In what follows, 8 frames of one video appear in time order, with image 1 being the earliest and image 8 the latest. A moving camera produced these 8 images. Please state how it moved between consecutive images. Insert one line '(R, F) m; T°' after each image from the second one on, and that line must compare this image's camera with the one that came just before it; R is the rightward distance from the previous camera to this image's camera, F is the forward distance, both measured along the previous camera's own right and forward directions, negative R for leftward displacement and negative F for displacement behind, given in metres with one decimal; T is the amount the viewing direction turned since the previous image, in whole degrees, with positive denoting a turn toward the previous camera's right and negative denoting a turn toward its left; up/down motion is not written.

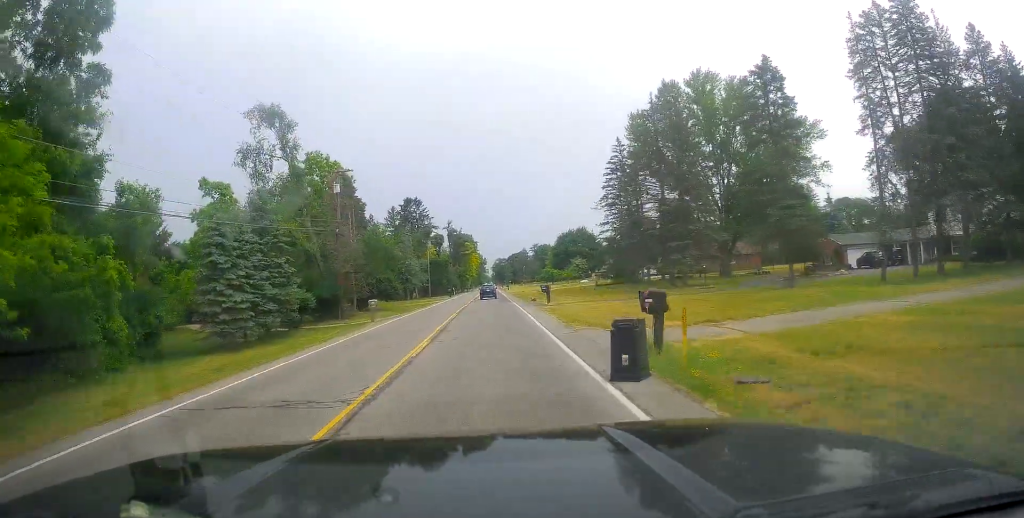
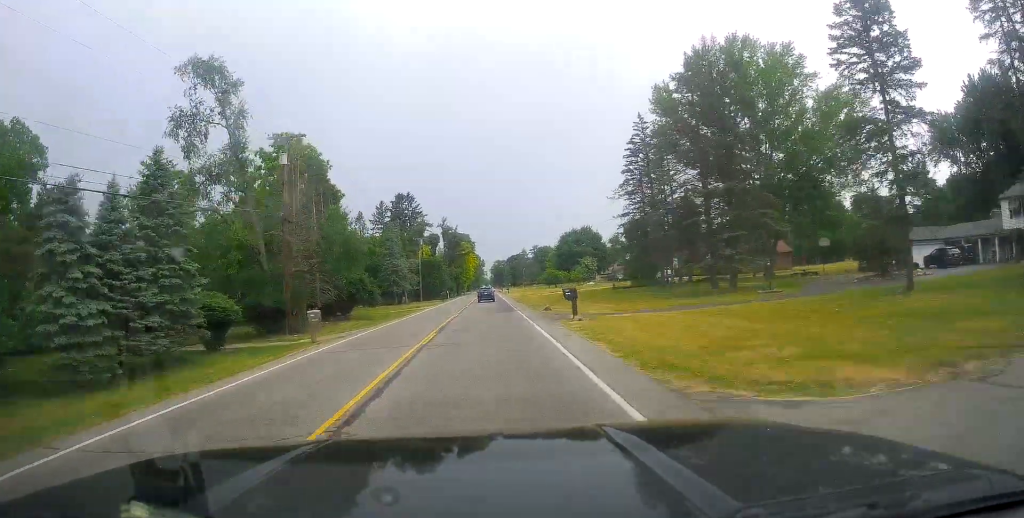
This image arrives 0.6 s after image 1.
(+0.2, +11.6) m; +1°
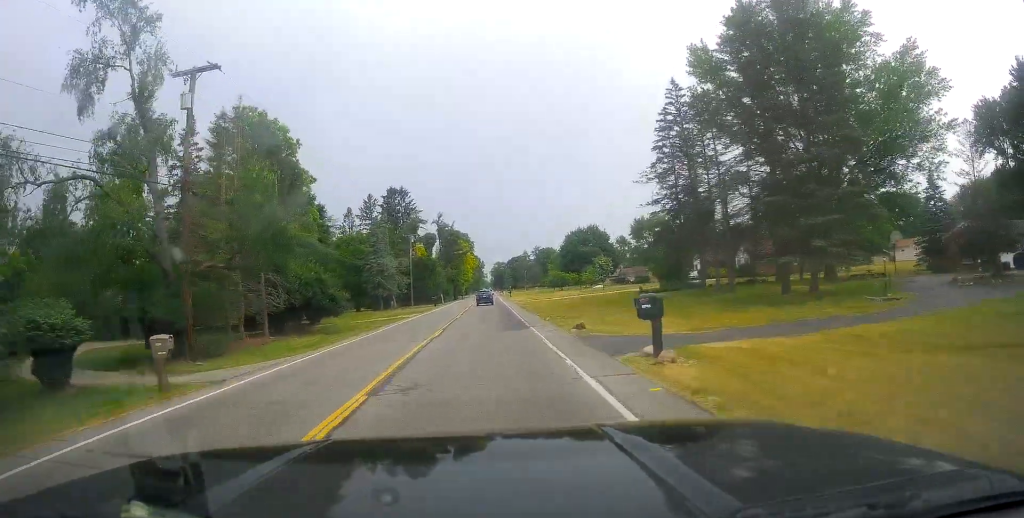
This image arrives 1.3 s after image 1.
(+0.1, +11.7) m; -1°
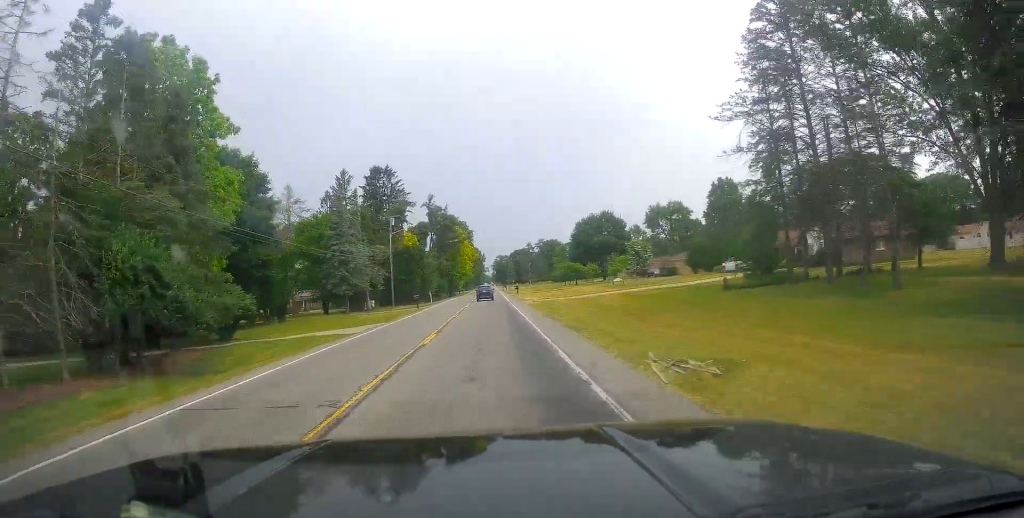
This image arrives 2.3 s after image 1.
(-0.4, +19.4) m; -2°
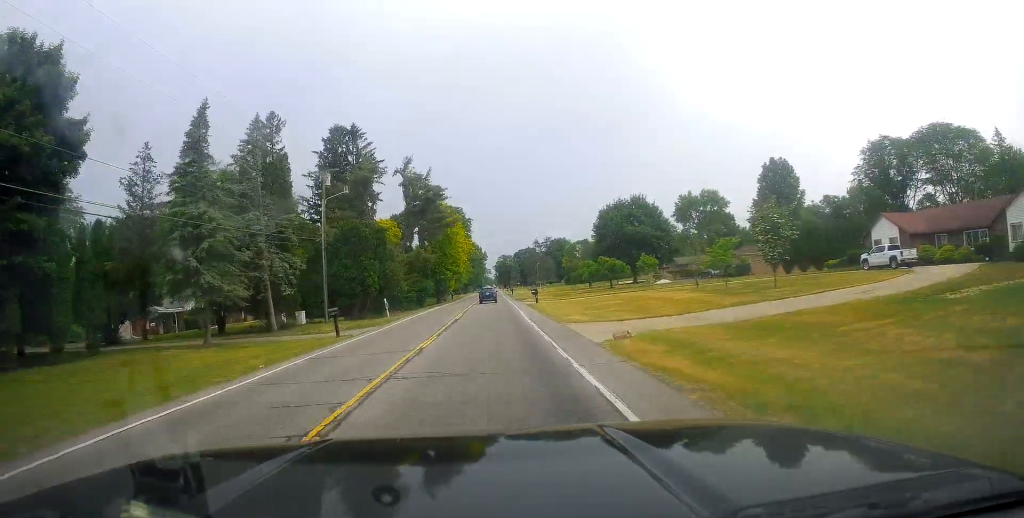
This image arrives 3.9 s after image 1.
(+0.1, +30.4) m; +1°
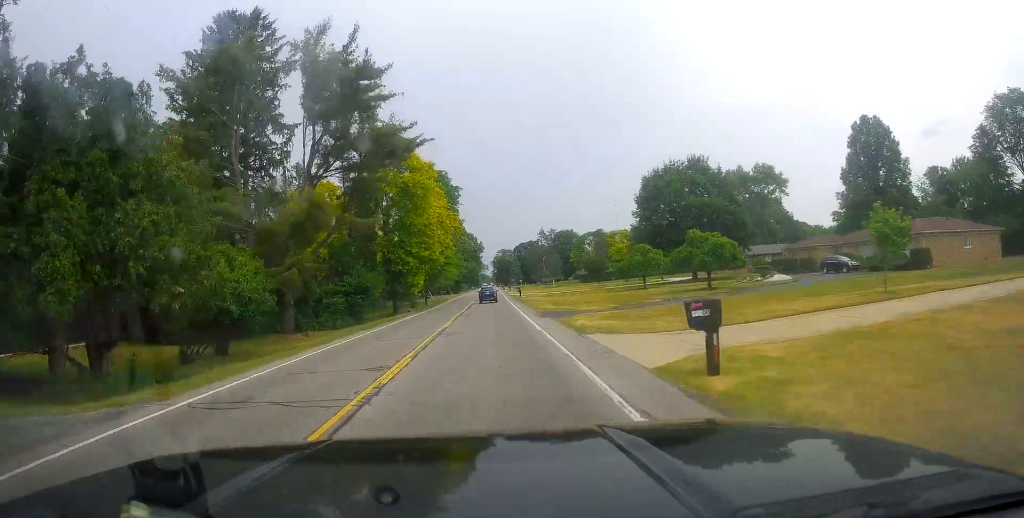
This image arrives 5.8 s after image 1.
(-0.1, +37.6) m; +1°
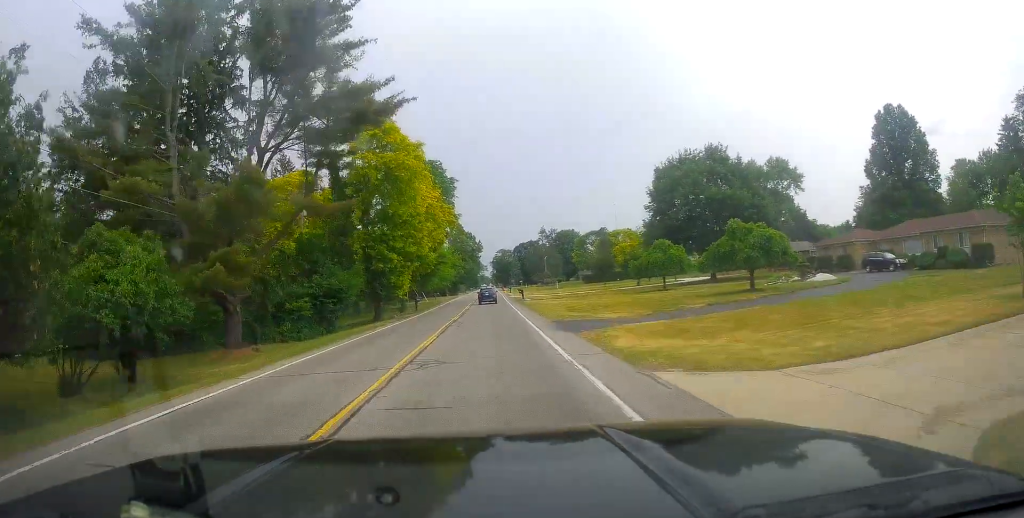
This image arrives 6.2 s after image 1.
(+0.3, +7.8) m; 0°
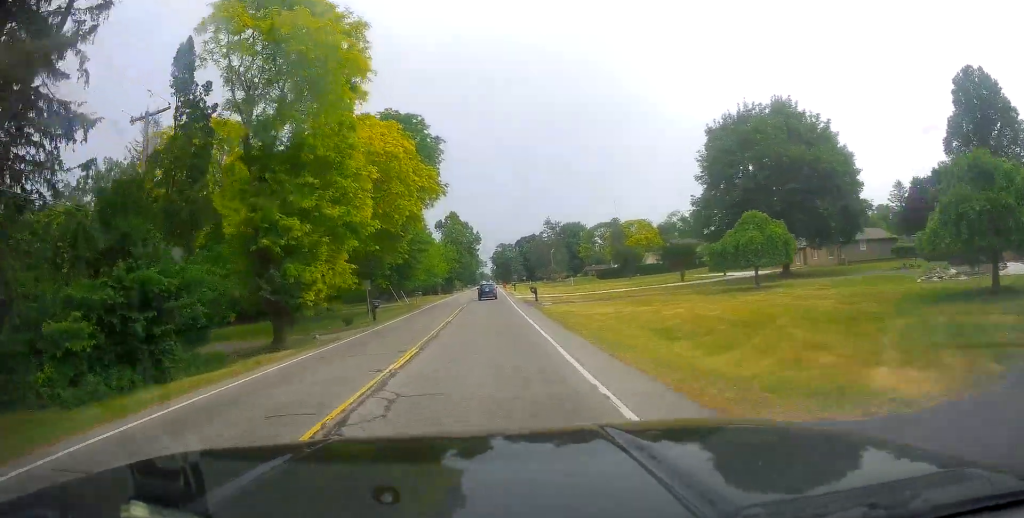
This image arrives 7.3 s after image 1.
(-0.2, +20.9) m; 0°
